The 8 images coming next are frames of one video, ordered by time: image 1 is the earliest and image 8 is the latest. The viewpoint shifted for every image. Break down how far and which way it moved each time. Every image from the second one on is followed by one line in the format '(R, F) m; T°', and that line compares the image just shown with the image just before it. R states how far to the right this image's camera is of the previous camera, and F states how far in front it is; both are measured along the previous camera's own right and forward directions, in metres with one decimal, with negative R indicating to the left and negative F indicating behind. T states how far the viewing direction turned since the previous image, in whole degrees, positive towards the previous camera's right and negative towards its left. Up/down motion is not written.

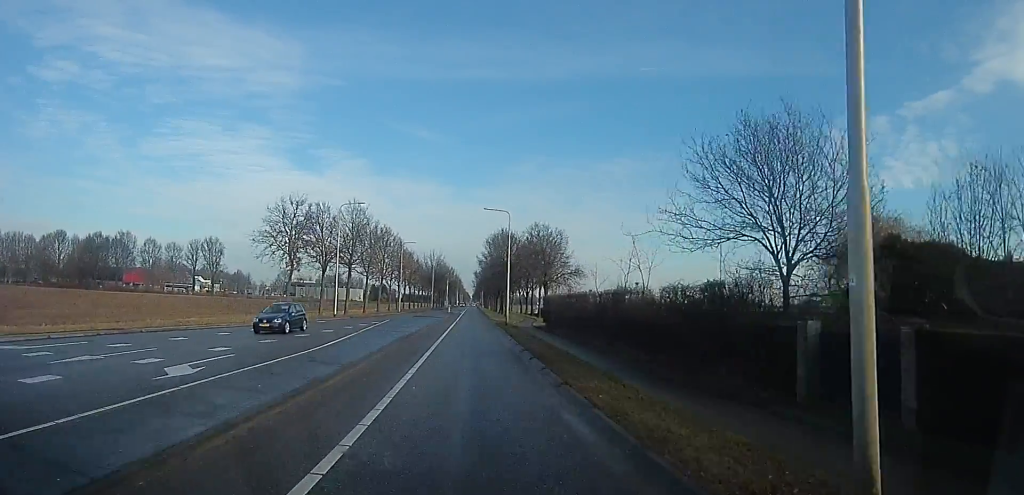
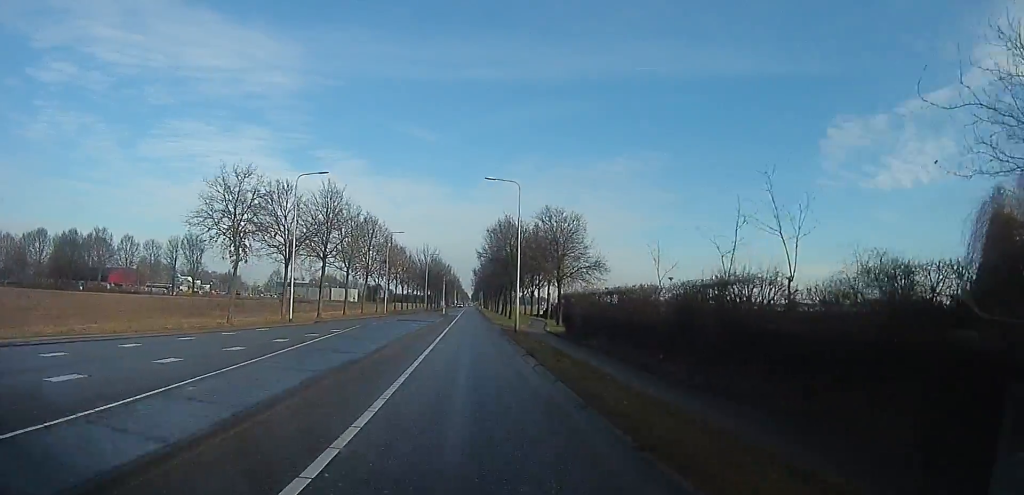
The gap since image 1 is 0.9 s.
(+0.1, +10.6) m; -3°
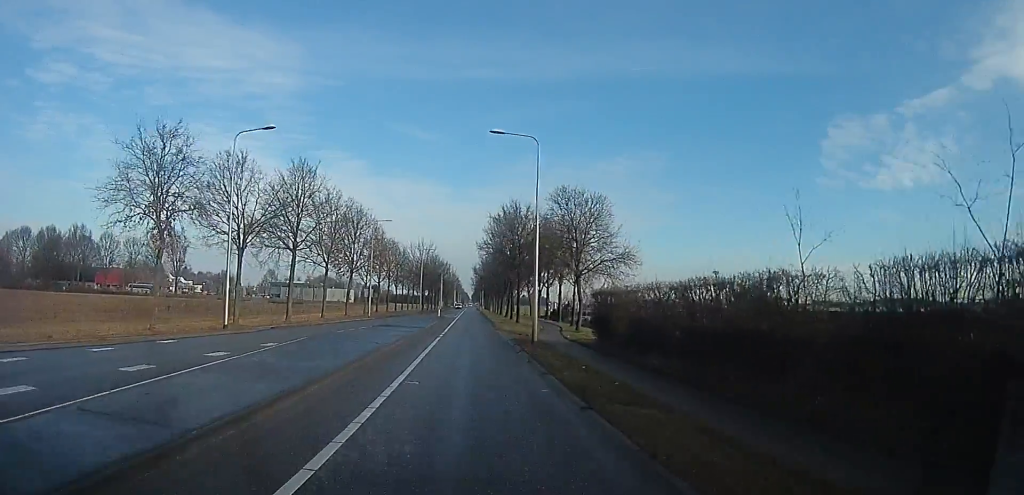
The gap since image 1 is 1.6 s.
(-0.6, +9.2) m; 0°
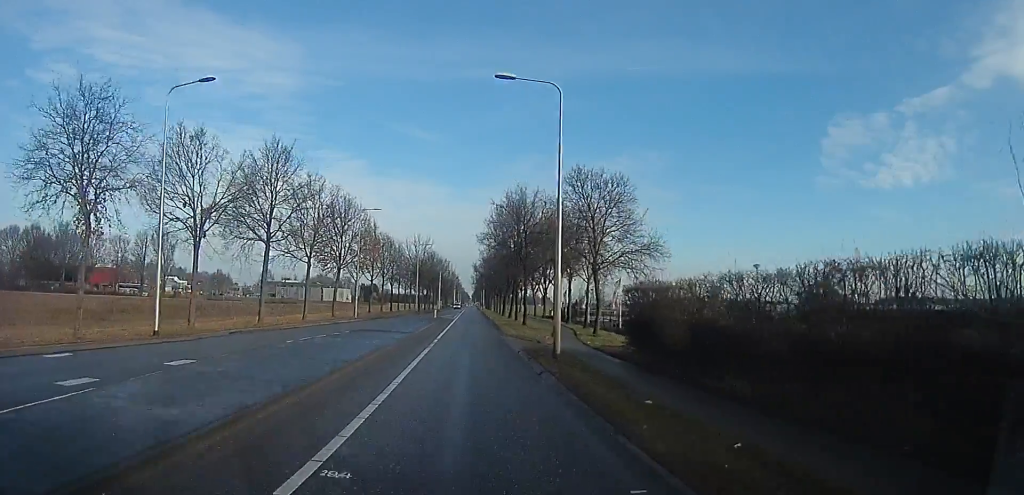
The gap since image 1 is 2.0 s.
(-0.1, +5.9) m; +1°
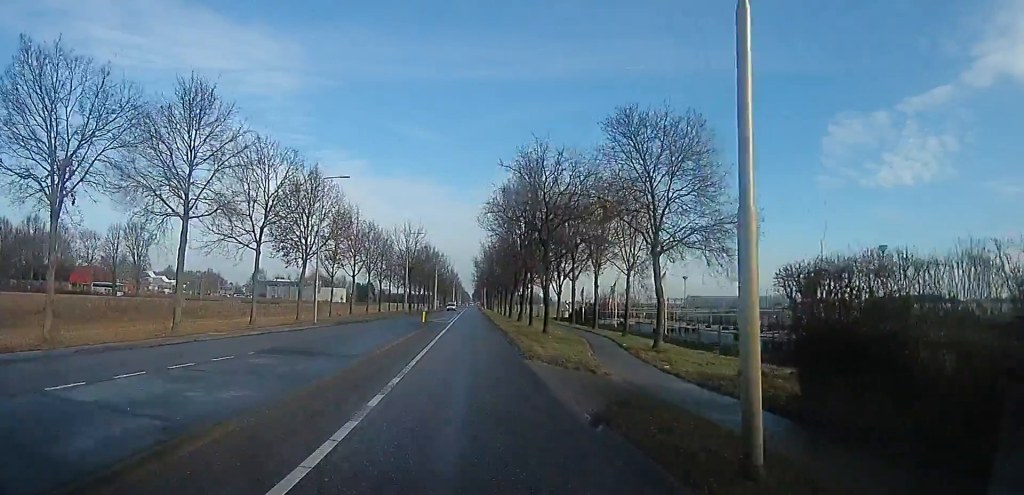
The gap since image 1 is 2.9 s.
(+0.6, +11.7) m; +3°
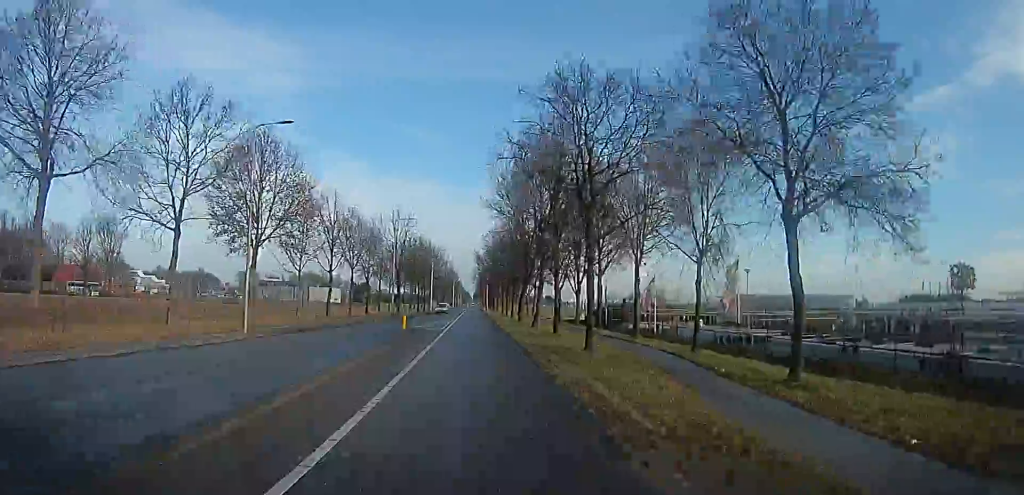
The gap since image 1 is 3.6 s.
(0.0, +11.1) m; 0°
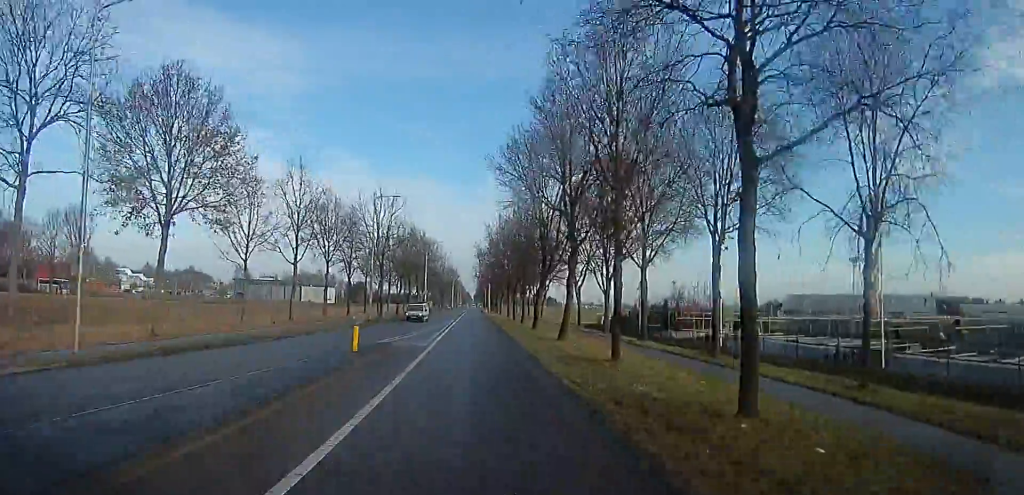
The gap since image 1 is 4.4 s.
(0.0, +11.7) m; 0°
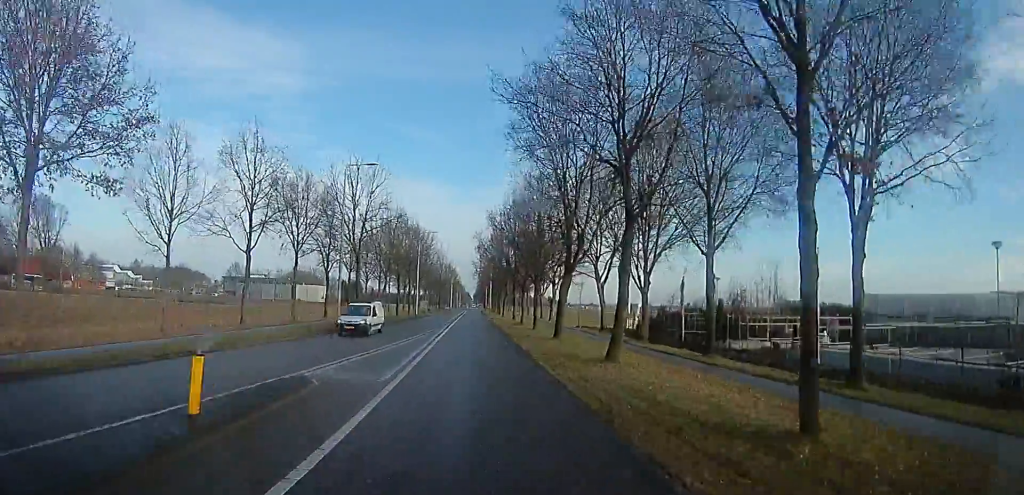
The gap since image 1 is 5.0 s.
(0.0, +9.8) m; 0°
